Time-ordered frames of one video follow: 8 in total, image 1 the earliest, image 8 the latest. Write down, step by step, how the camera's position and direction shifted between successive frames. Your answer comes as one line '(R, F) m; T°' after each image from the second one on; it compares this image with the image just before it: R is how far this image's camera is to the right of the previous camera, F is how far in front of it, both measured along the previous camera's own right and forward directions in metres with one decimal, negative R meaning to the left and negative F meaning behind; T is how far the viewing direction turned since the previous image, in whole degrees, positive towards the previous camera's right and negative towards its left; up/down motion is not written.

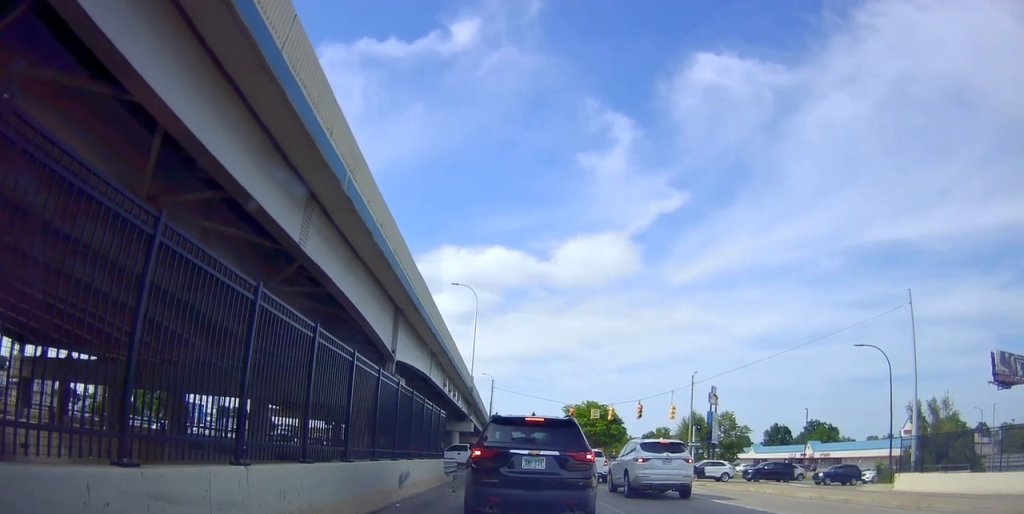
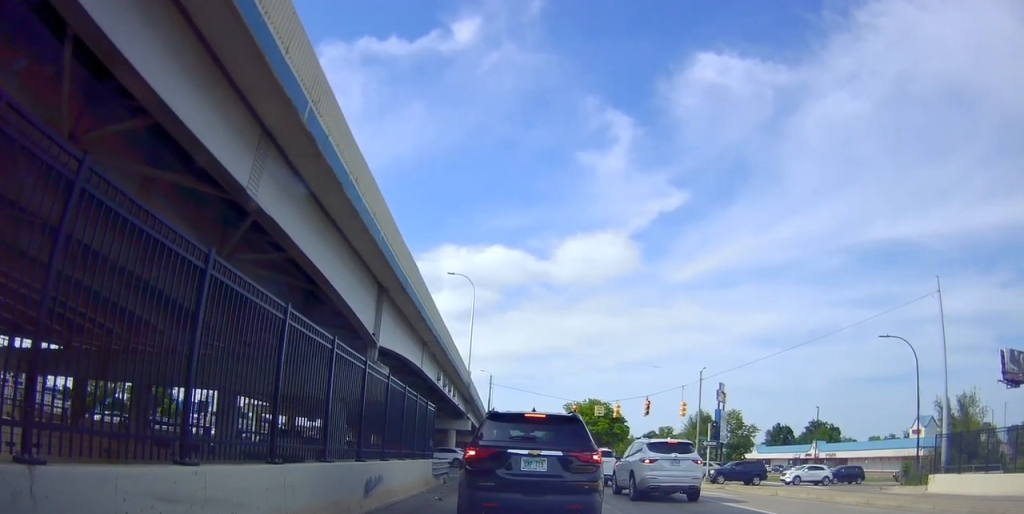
(0.0, +4.1) m; 0°
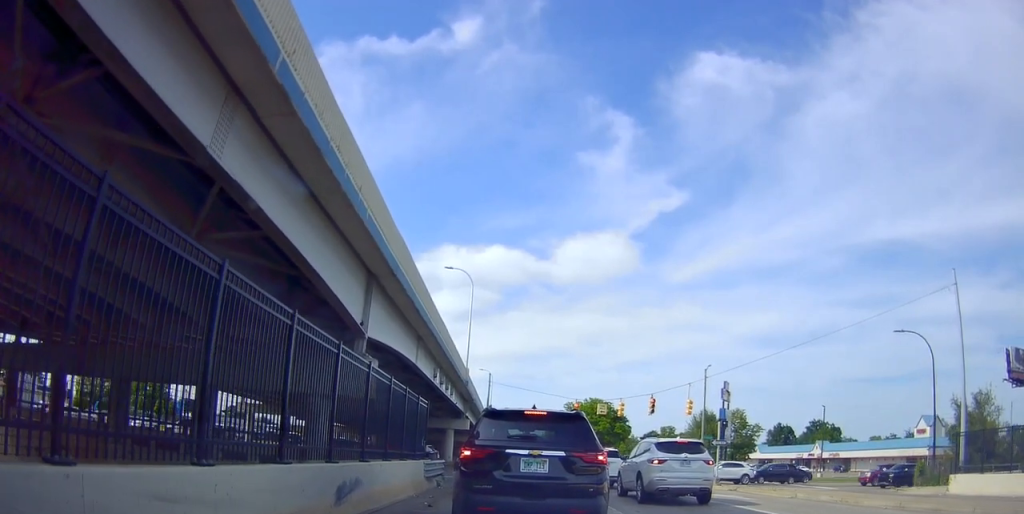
(0.0, +2.2) m; 0°
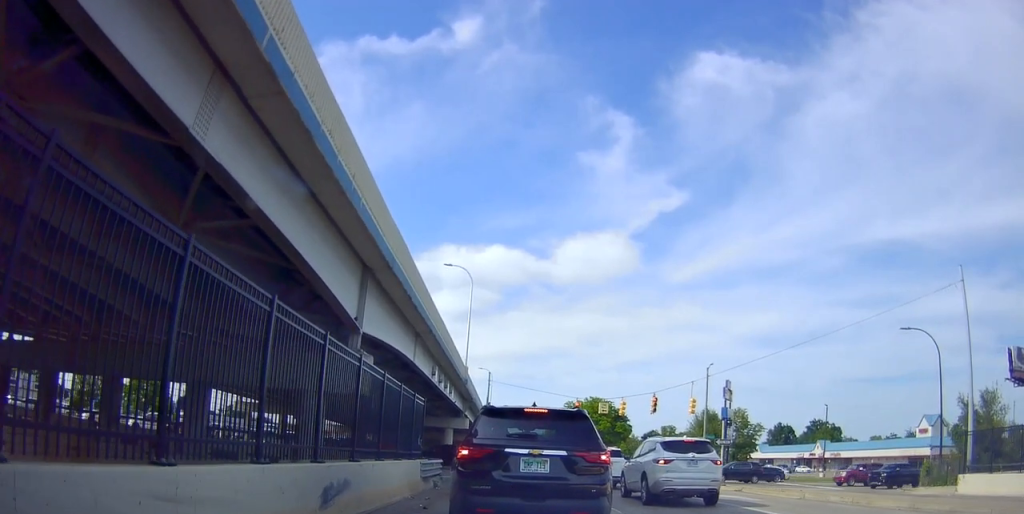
(0.0, +0.9) m; 0°
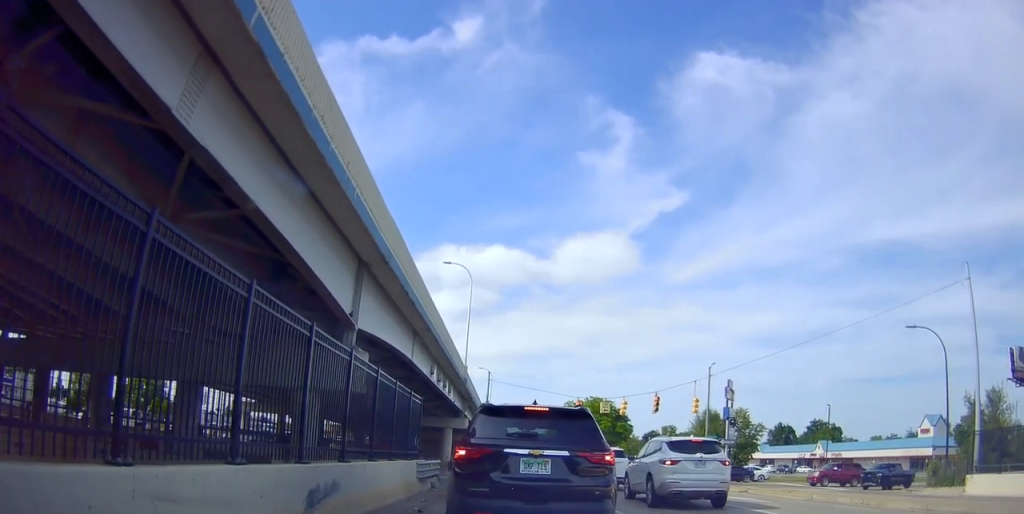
(0.0, +0.8) m; 0°
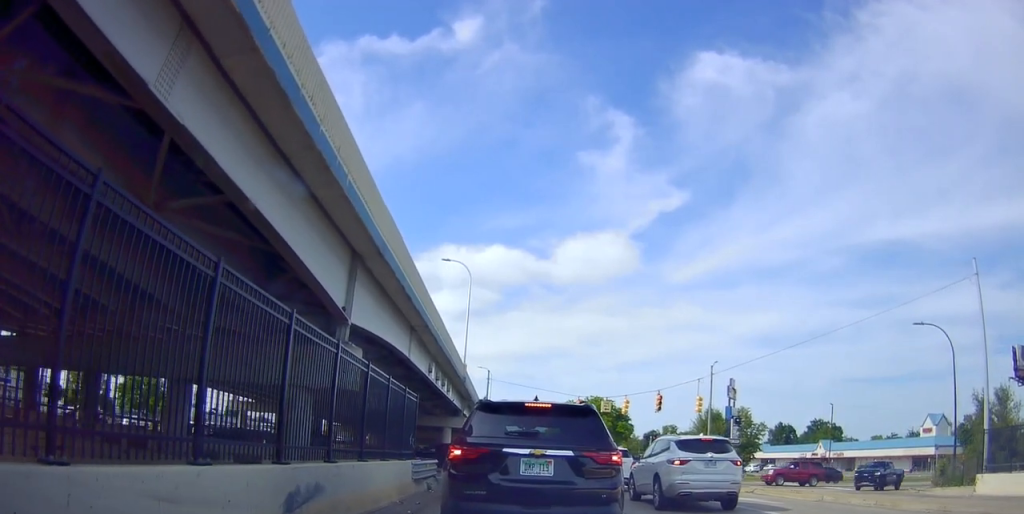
(0.0, +1.0) m; 0°
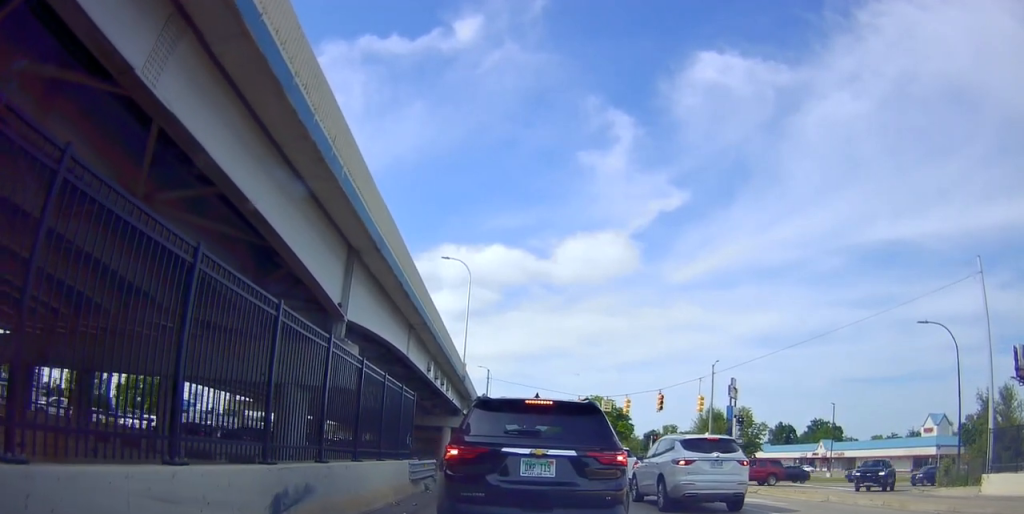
(0.0, +0.7) m; 0°
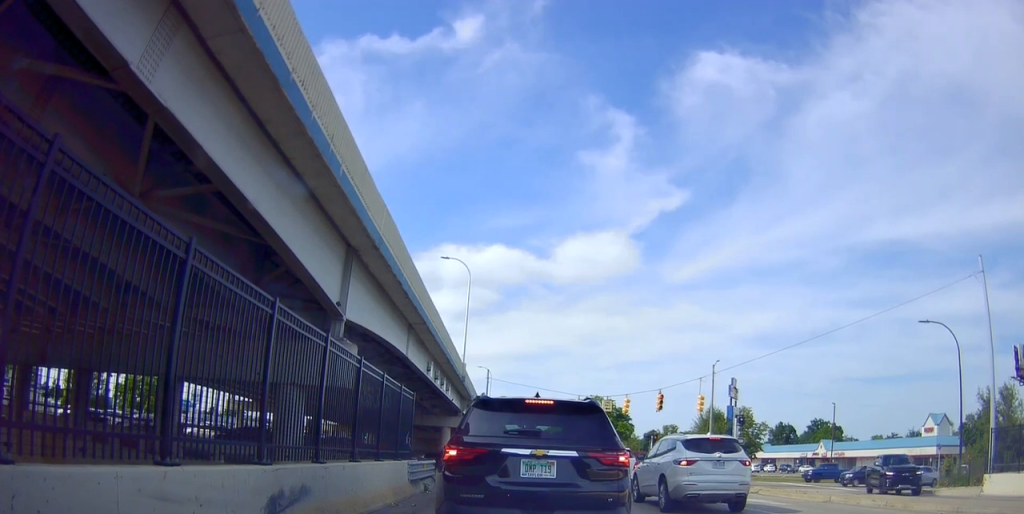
(0.0, +0.9) m; 0°
